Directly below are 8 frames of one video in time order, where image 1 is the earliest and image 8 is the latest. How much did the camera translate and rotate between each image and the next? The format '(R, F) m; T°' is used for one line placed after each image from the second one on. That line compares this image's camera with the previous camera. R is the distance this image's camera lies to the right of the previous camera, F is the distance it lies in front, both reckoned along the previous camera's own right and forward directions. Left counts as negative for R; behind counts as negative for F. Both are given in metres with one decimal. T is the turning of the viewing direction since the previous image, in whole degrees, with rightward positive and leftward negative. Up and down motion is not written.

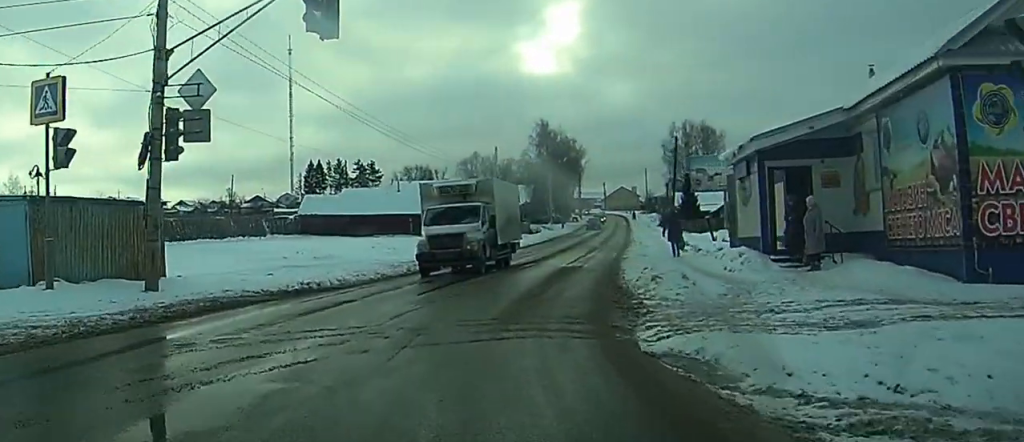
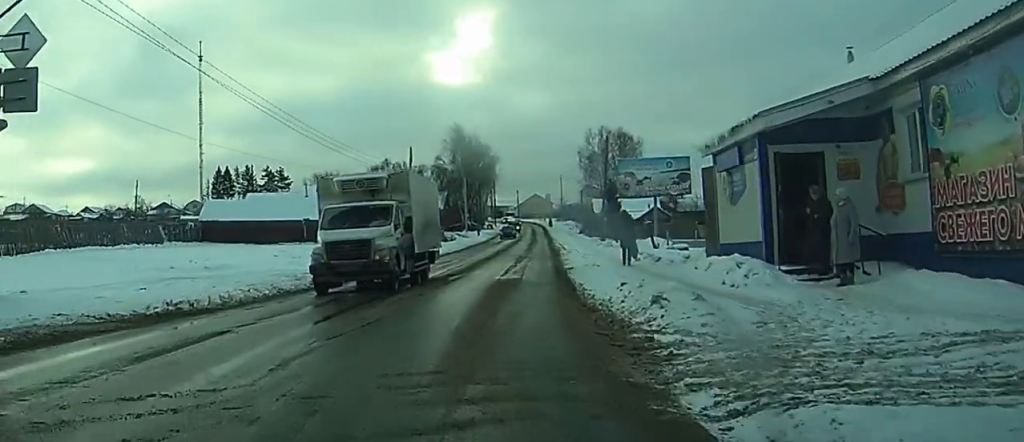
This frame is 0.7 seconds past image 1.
(+0.4, +4.3) m; +8°
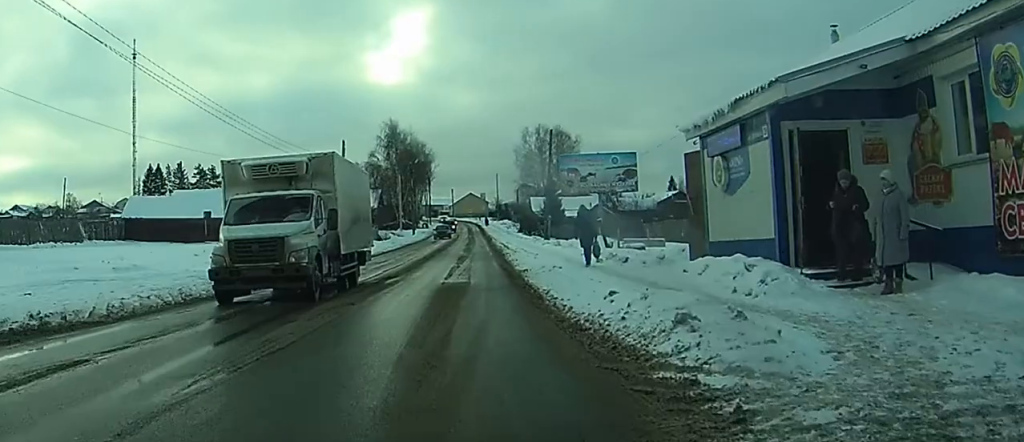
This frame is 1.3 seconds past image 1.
(+0.3, +3.4) m; +4°
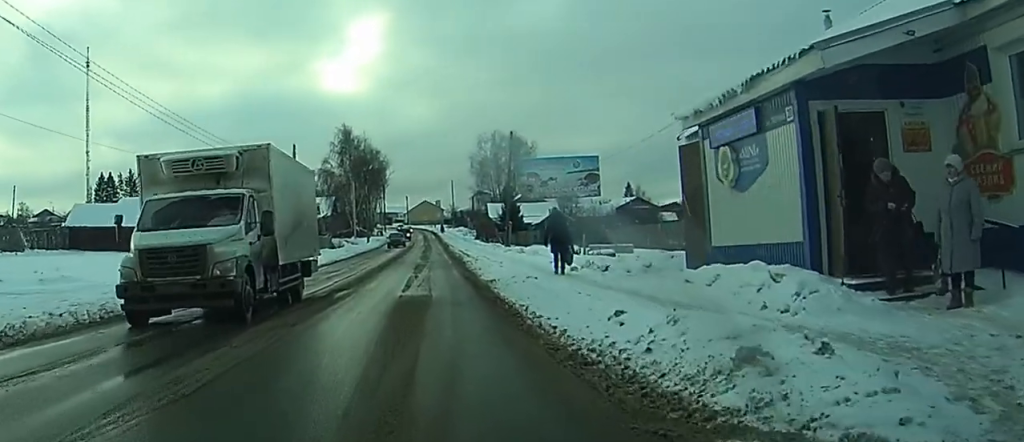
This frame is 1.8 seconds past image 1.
(+0.1, +2.9) m; +1°
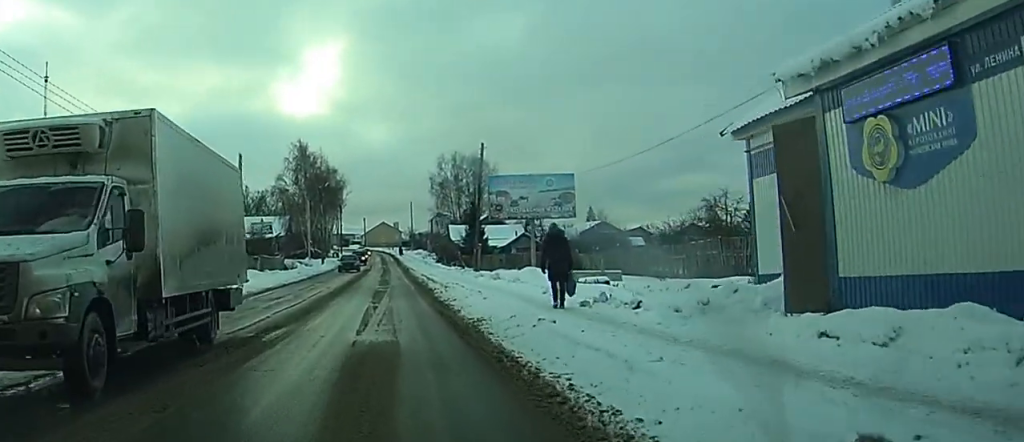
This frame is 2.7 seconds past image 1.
(0.0, +6.4) m; 0°
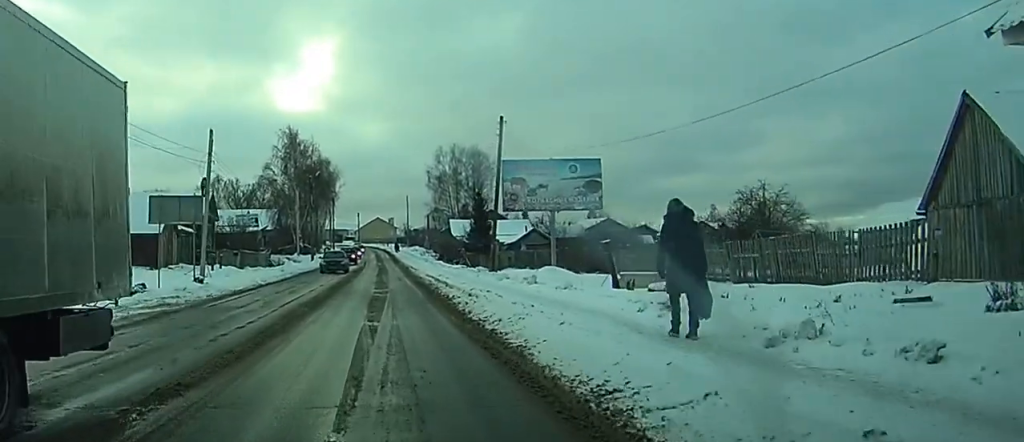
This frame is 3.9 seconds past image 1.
(0.0, +8.5) m; 0°
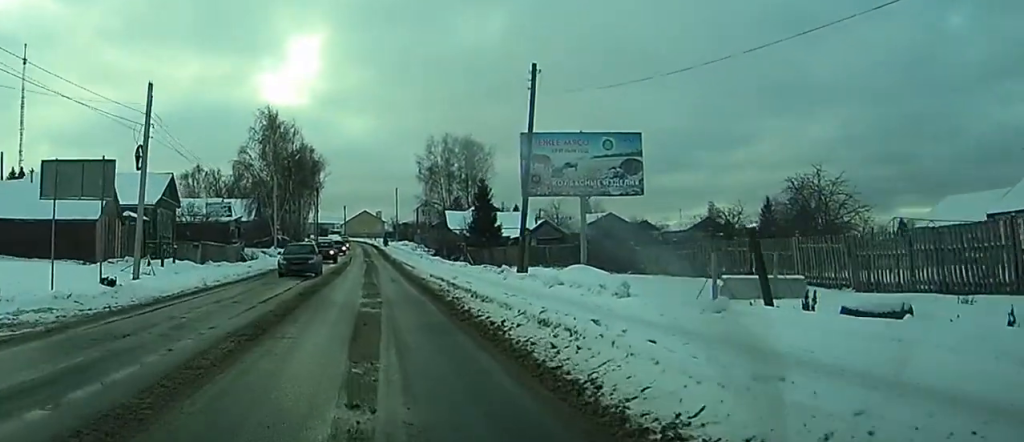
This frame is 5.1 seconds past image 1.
(+0.2, +10.6) m; +2°
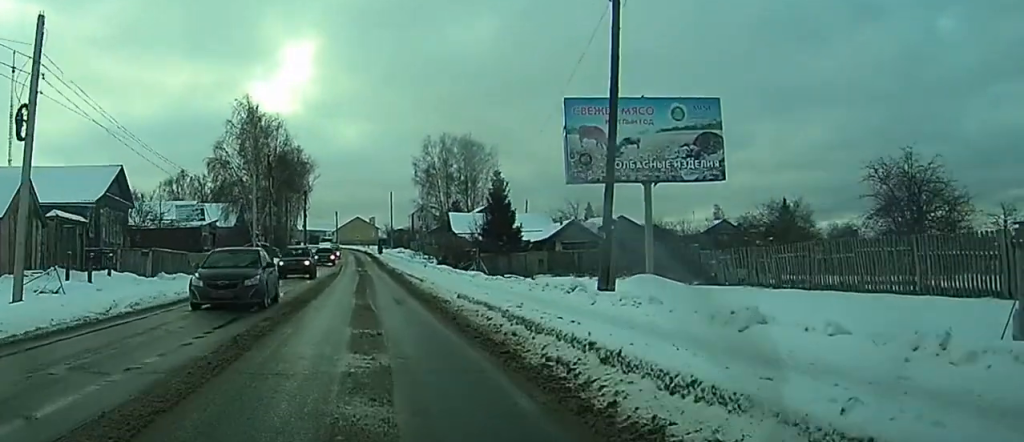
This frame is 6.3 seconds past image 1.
(0.0, +11.3) m; 0°
